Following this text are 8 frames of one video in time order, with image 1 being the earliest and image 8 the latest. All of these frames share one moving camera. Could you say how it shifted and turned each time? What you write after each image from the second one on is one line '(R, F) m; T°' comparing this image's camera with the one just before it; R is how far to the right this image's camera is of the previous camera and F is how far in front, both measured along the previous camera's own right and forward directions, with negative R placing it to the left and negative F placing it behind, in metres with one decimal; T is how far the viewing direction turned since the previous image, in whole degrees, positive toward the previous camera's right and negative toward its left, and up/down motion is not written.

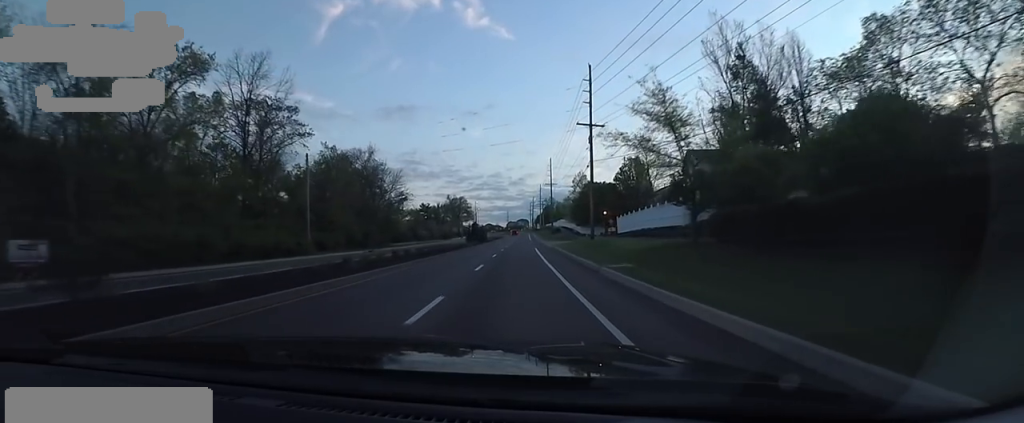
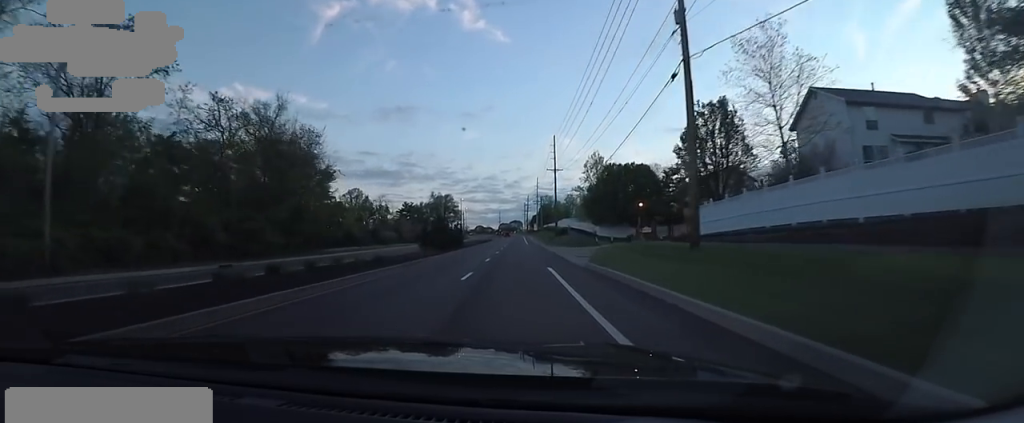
(+1.6, +29.6) m; +8°
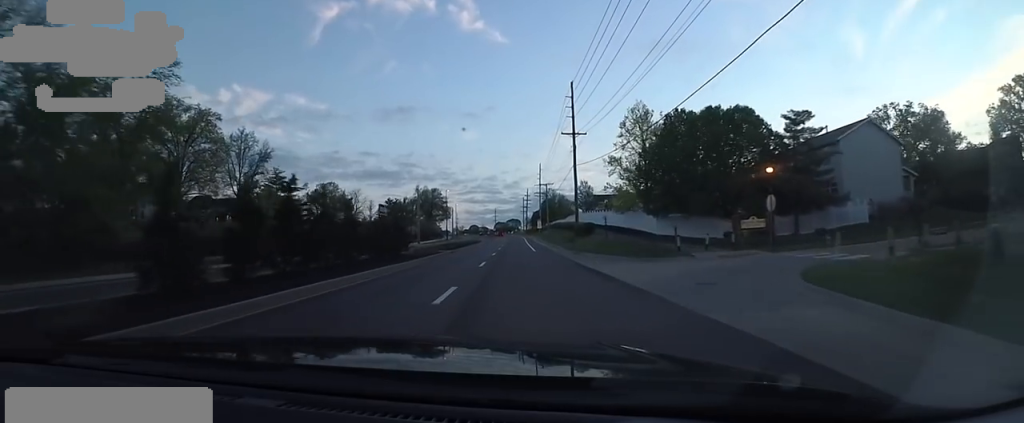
(-1.1, +29.8) m; -3°
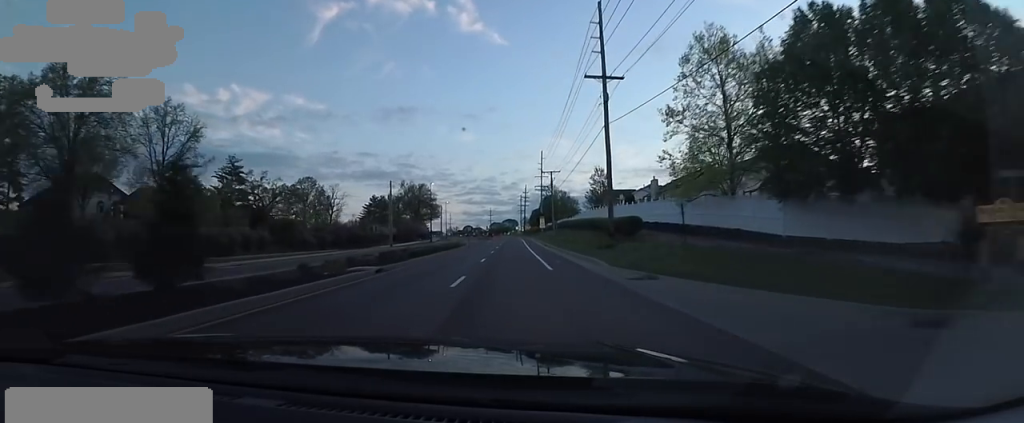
(+1.3, +19.9) m; +5°
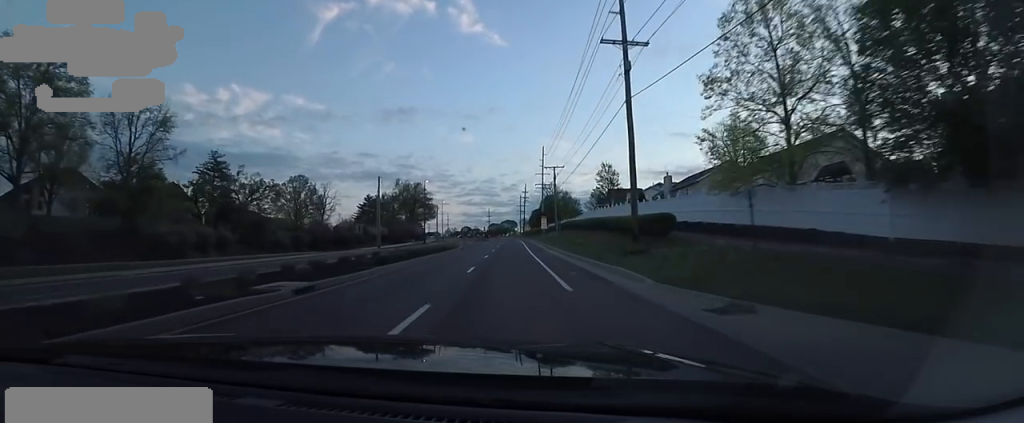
(-0.1, +6.7) m; -2°
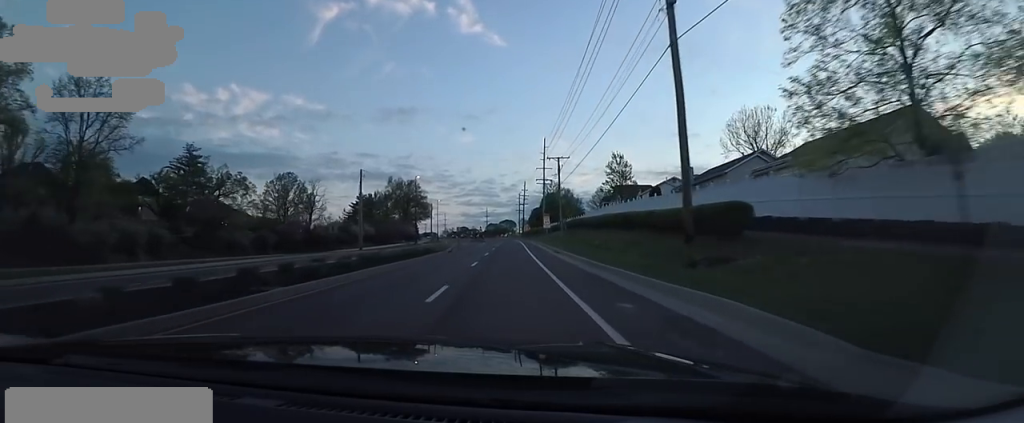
(+0.1, +8.2) m; -2°
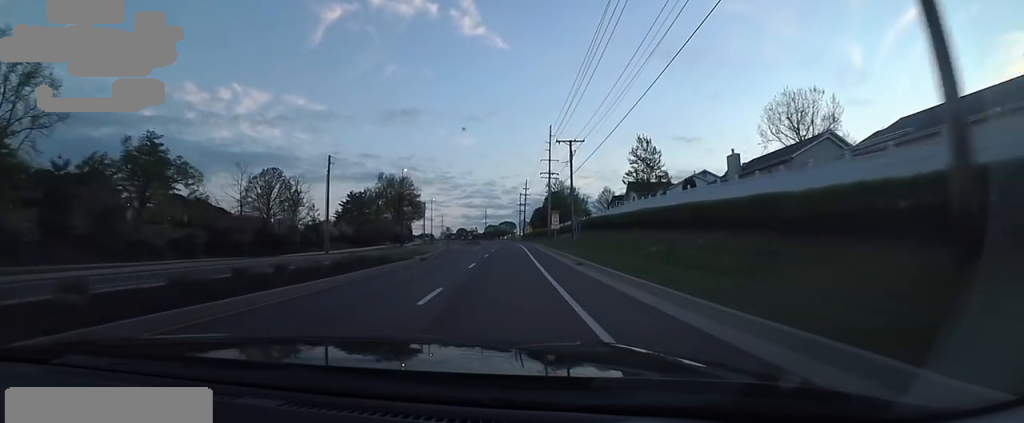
(-0.6, +12.1) m; -2°
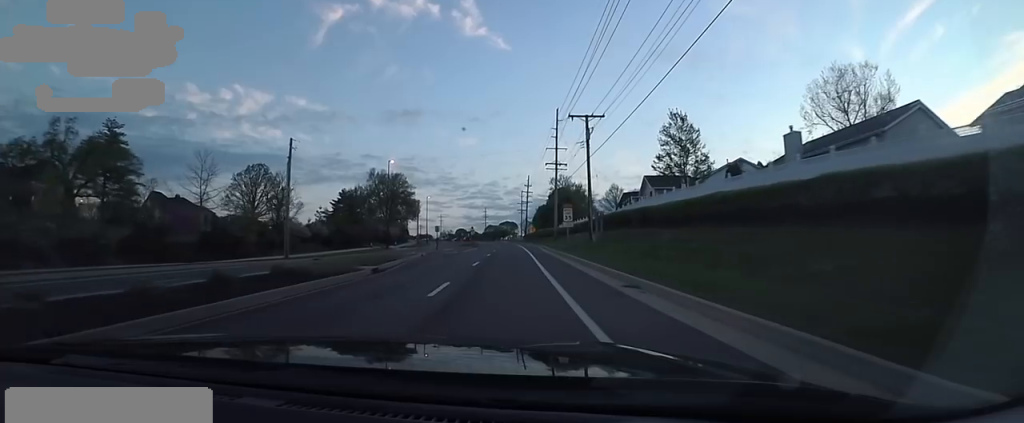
(-0.1, +10.6) m; 0°
